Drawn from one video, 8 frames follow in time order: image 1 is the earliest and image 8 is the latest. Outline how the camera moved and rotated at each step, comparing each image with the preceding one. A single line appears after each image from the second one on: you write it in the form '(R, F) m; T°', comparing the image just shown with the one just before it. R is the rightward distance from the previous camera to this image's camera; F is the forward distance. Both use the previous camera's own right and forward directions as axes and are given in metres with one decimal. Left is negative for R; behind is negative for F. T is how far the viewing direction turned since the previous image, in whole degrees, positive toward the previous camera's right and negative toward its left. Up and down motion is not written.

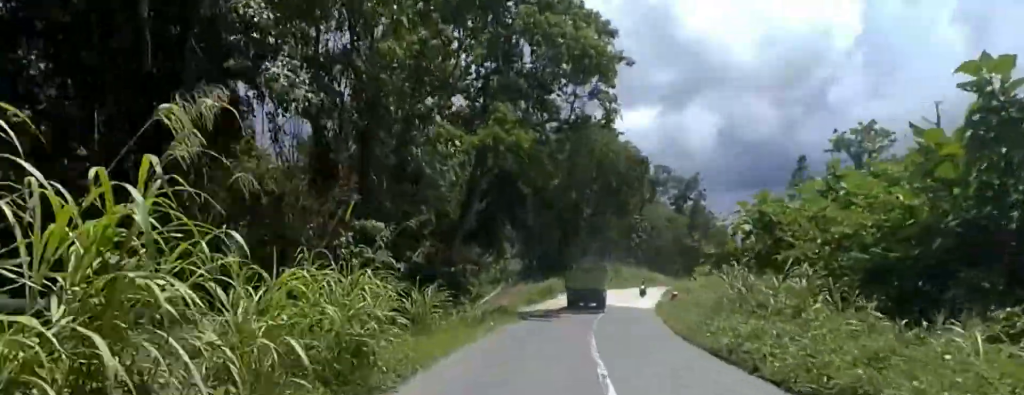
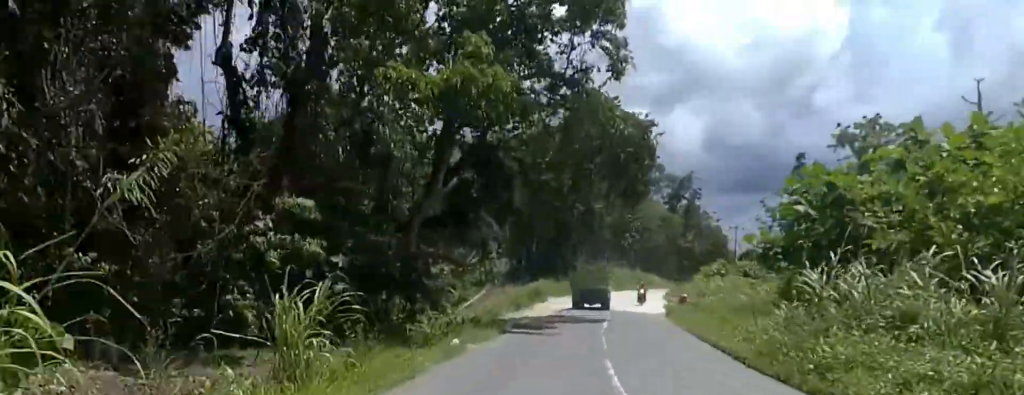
(-0.1, +5.5) m; -1°
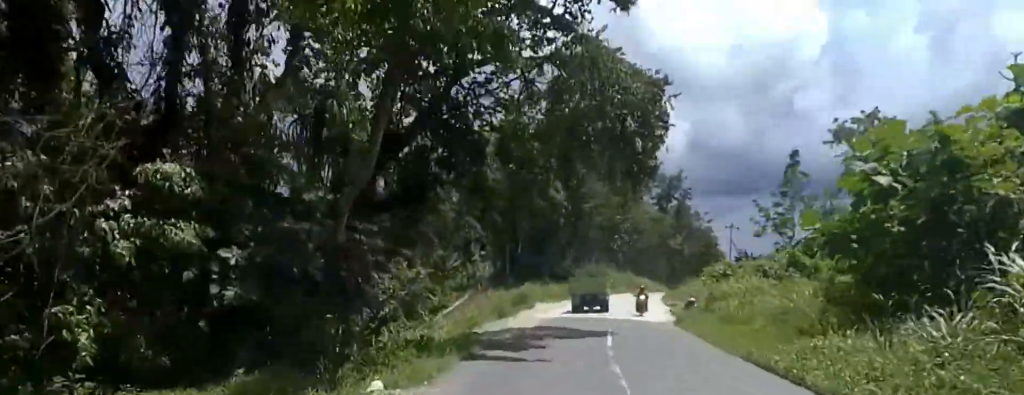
(0.0, +4.9) m; +5°
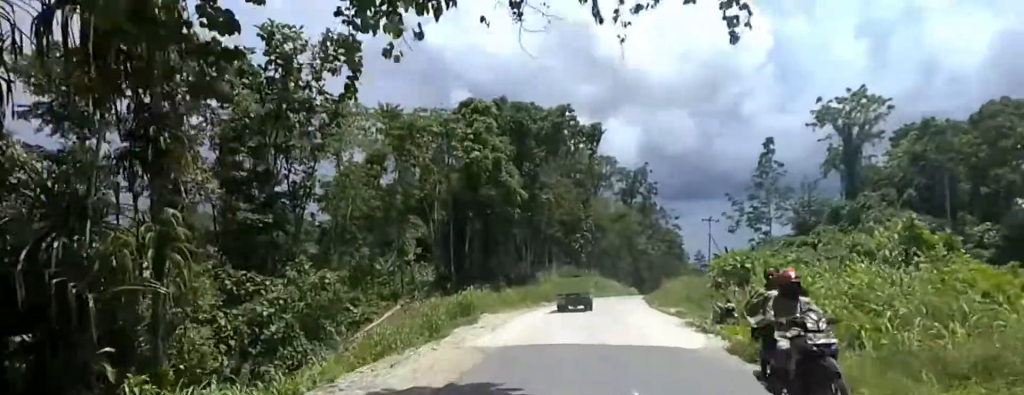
(+1.4, +12.2) m; +10°
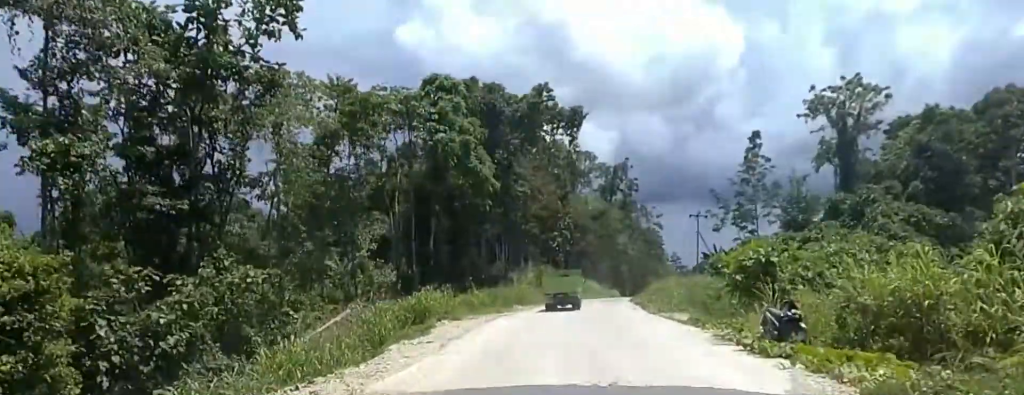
(+0.1, +6.6) m; +1°
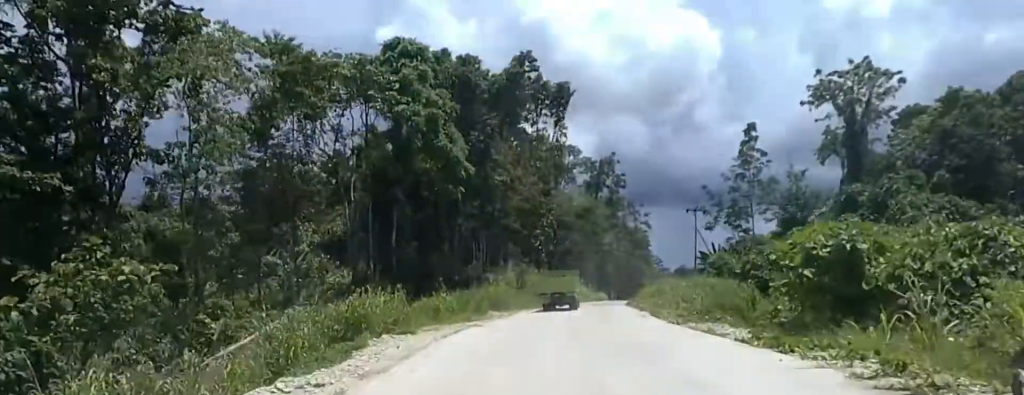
(-0.2, +7.7) m; -1°
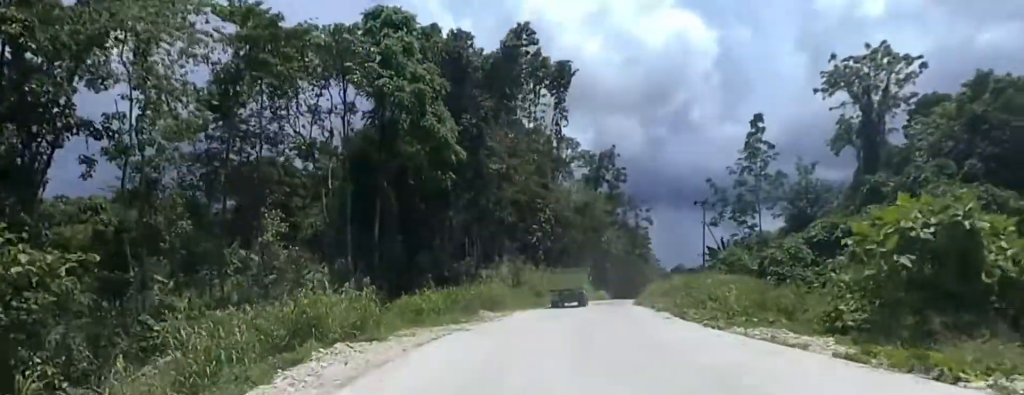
(0.0, +4.4) m; 0°
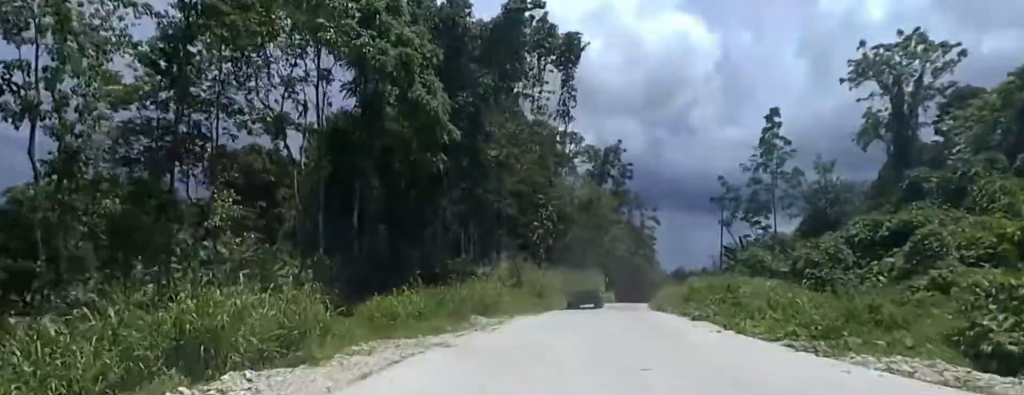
(0.0, +5.4) m; 0°
